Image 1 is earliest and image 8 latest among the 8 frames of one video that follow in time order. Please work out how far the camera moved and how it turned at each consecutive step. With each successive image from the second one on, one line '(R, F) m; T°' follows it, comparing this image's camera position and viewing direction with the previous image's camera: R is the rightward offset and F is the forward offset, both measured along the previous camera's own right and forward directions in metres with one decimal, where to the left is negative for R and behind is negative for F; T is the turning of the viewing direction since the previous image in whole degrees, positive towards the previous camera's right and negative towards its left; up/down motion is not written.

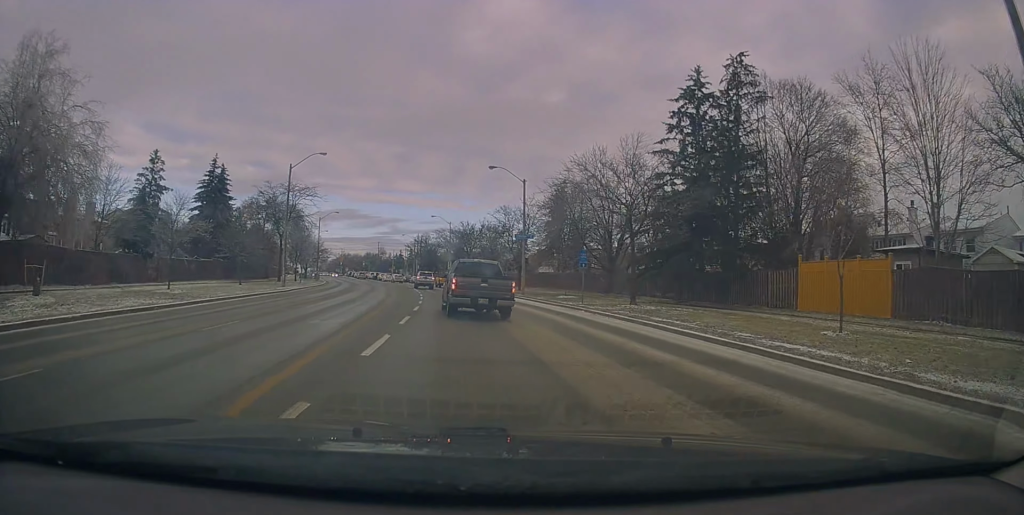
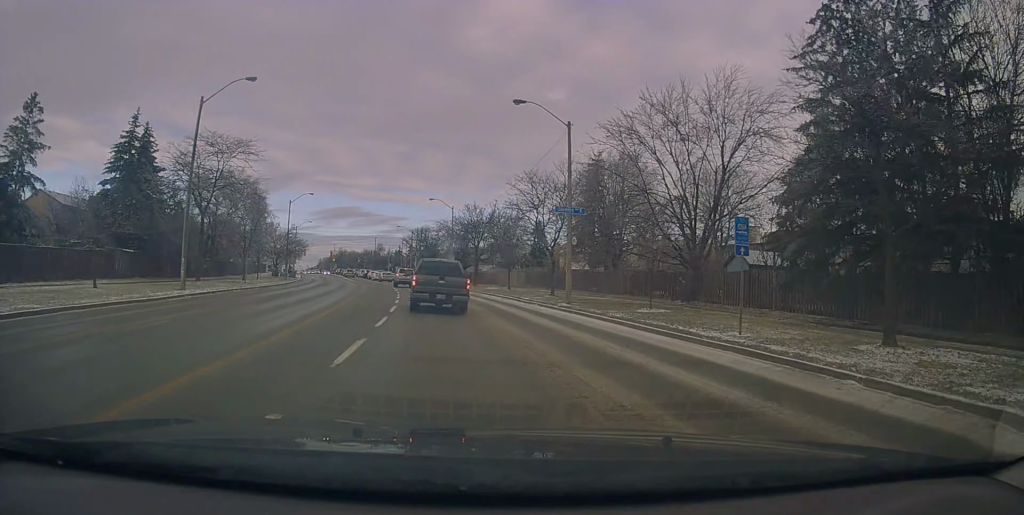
(-0.1, +21.0) m; 0°
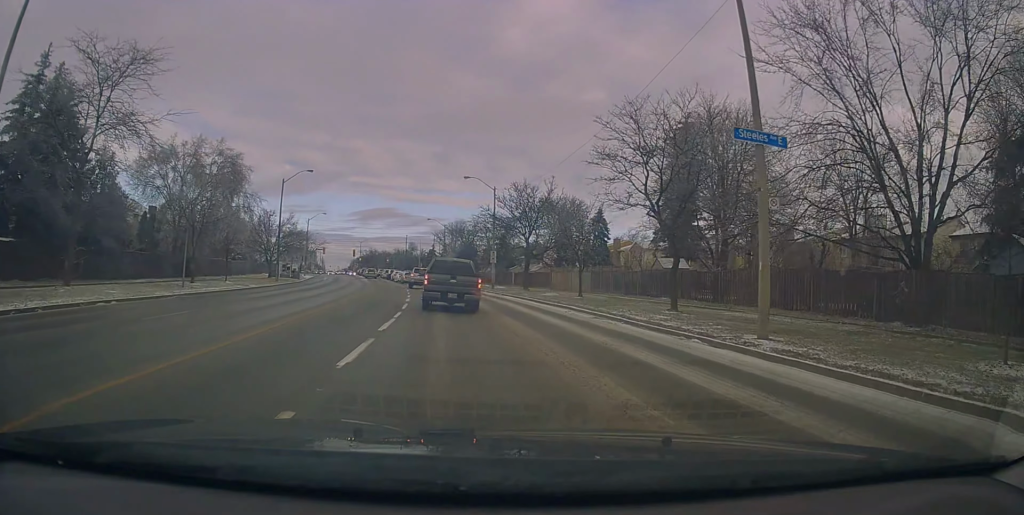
(-0.4, +19.1) m; -1°
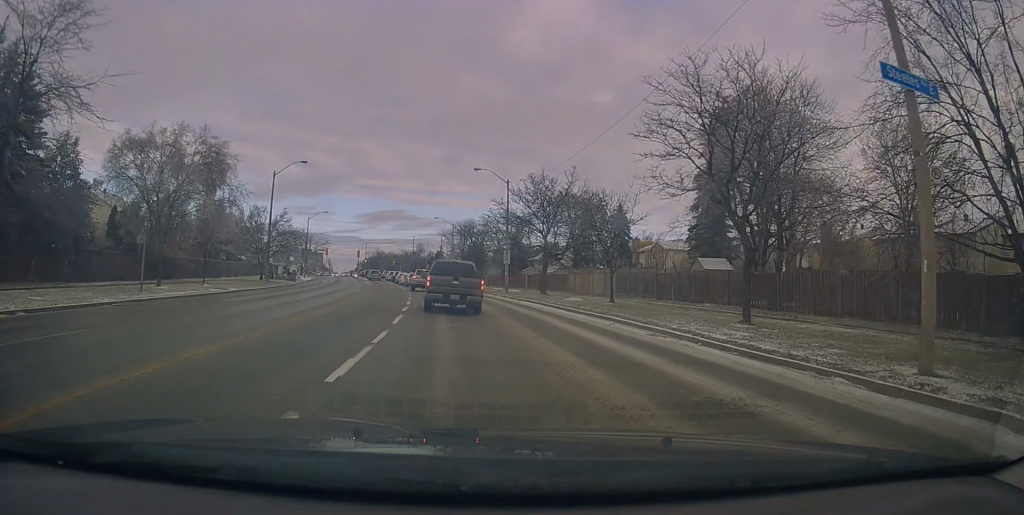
(0.0, +5.9) m; -1°
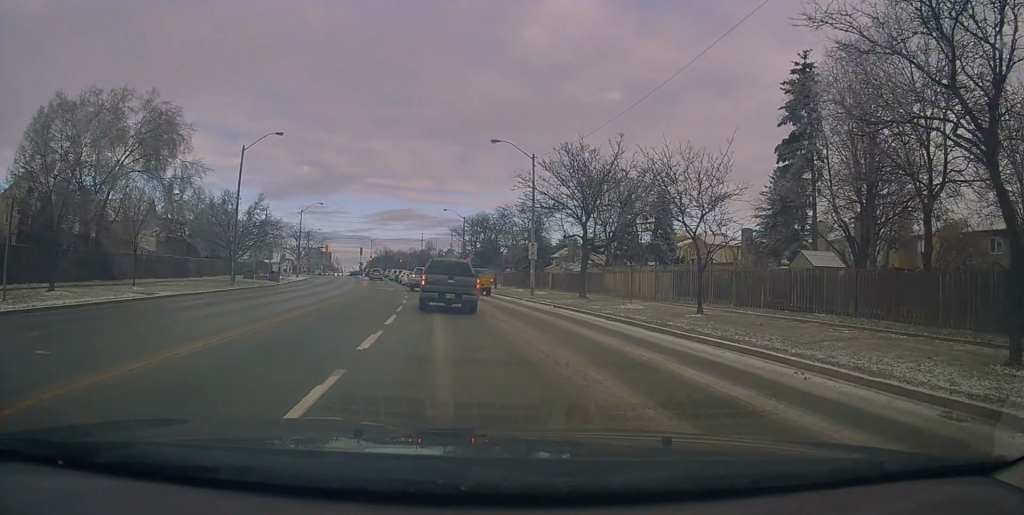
(-0.3, +12.0) m; -3°
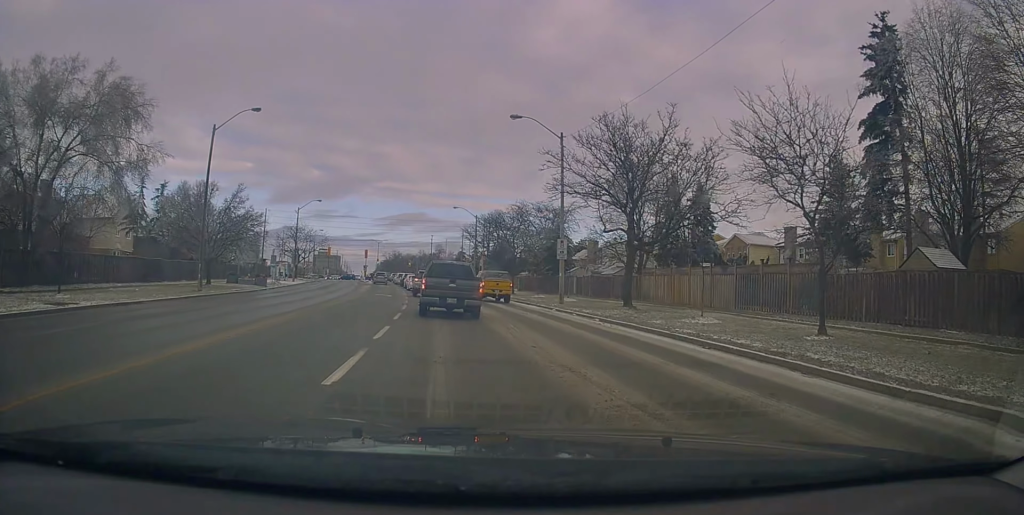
(-0.1, +7.8) m; -1°
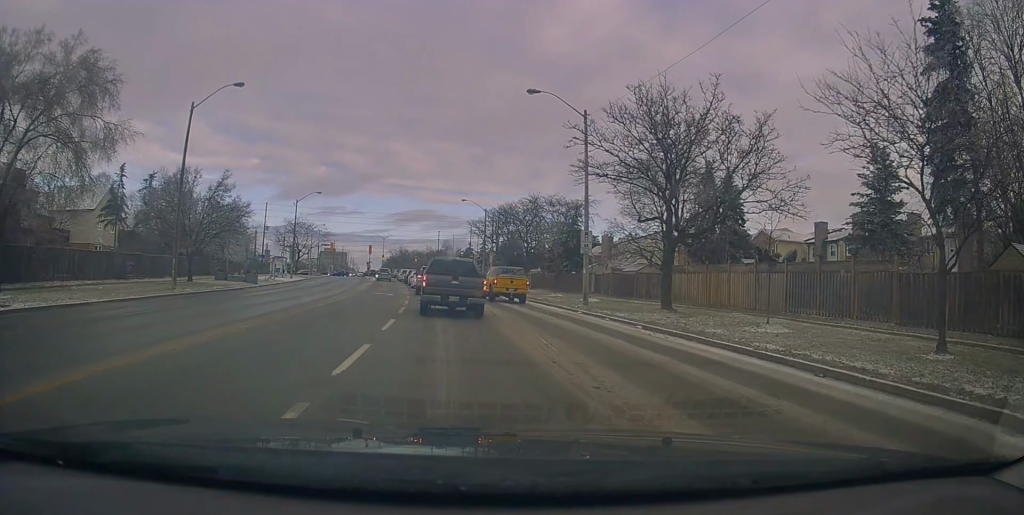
(0.0, +4.8) m; -1°
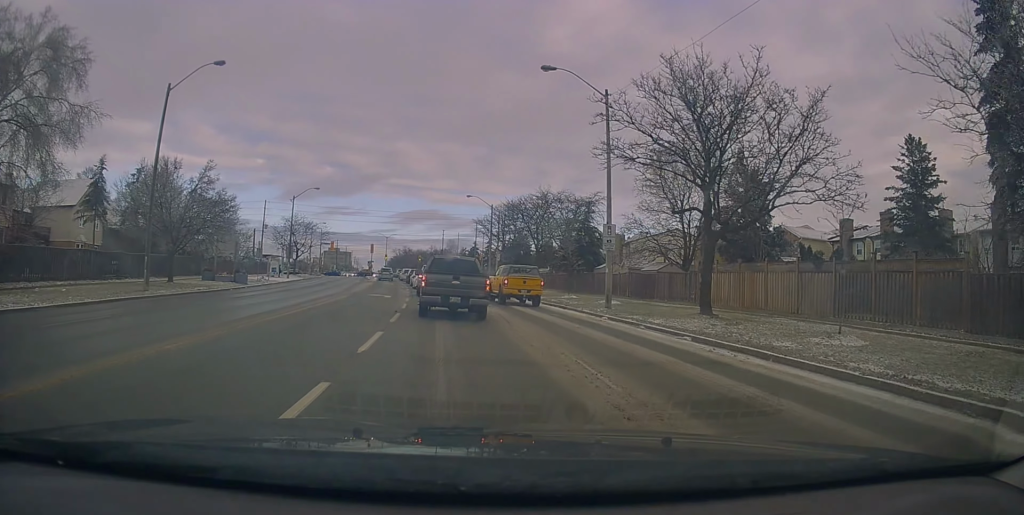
(+0.1, +3.7) m; -2°
